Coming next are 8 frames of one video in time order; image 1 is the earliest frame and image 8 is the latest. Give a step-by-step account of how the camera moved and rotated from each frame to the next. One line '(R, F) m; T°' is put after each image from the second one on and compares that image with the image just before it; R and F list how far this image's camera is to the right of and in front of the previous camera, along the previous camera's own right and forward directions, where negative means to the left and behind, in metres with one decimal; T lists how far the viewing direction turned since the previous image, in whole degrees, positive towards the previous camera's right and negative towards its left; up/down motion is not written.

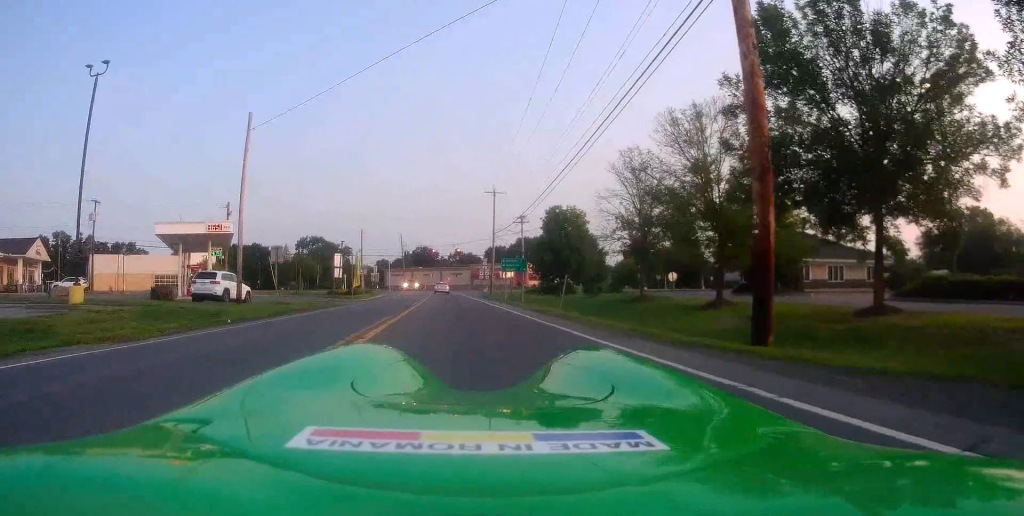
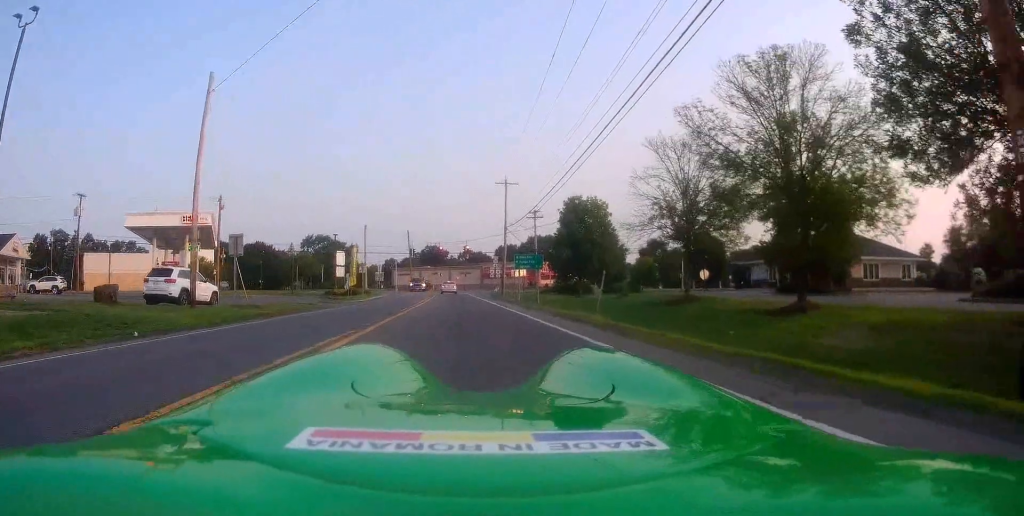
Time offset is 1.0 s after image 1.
(-0.3, +5.5) m; -7°
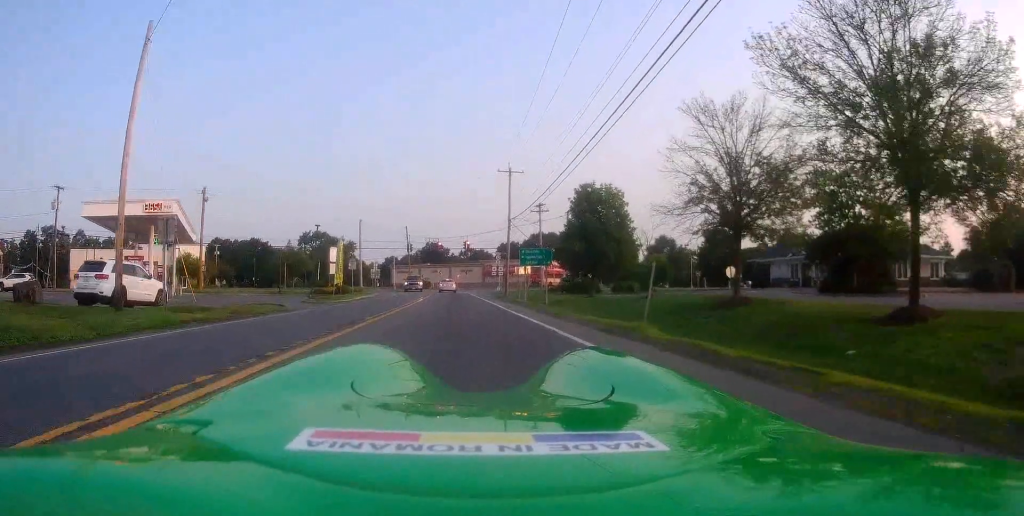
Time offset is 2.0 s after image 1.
(-0.3, +4.9) m; 0°
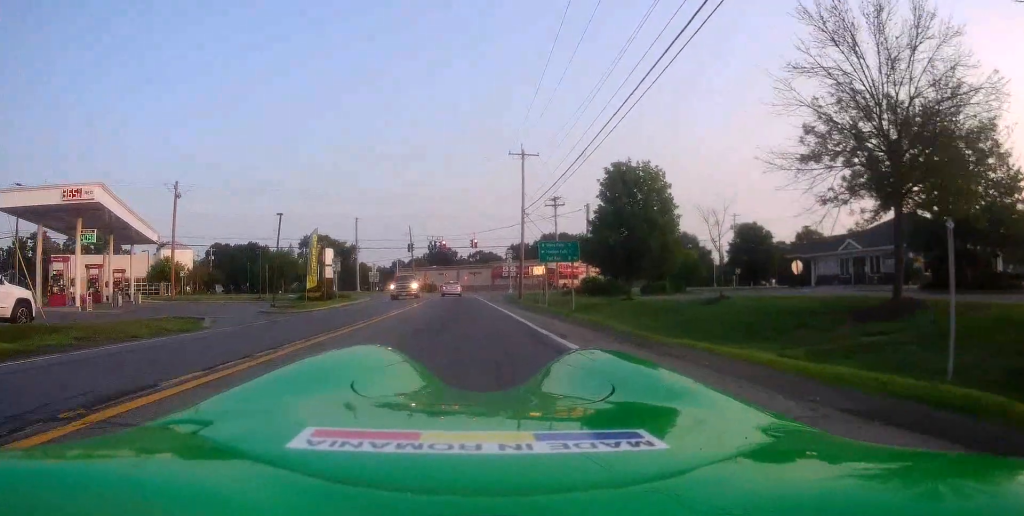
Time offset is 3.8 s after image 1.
(+0.5, +8.8) m; +1°
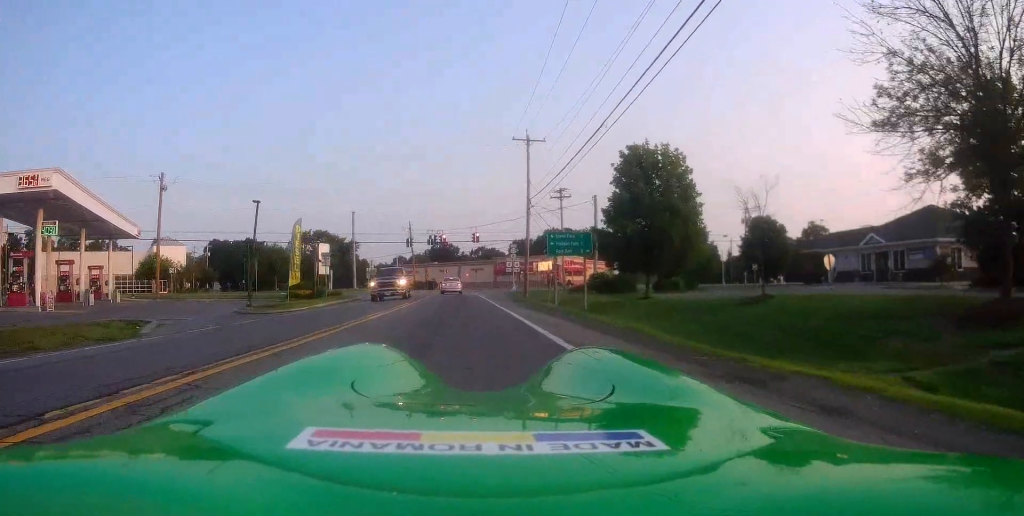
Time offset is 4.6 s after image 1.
(-0.2, +3.3) m; -1°
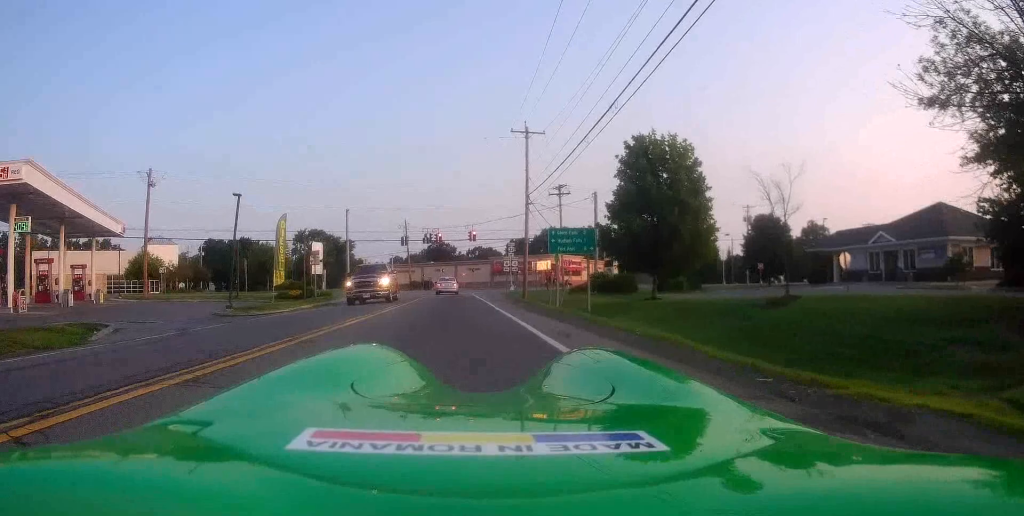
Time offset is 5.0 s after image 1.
(-0.1, +1.8) m; 0°
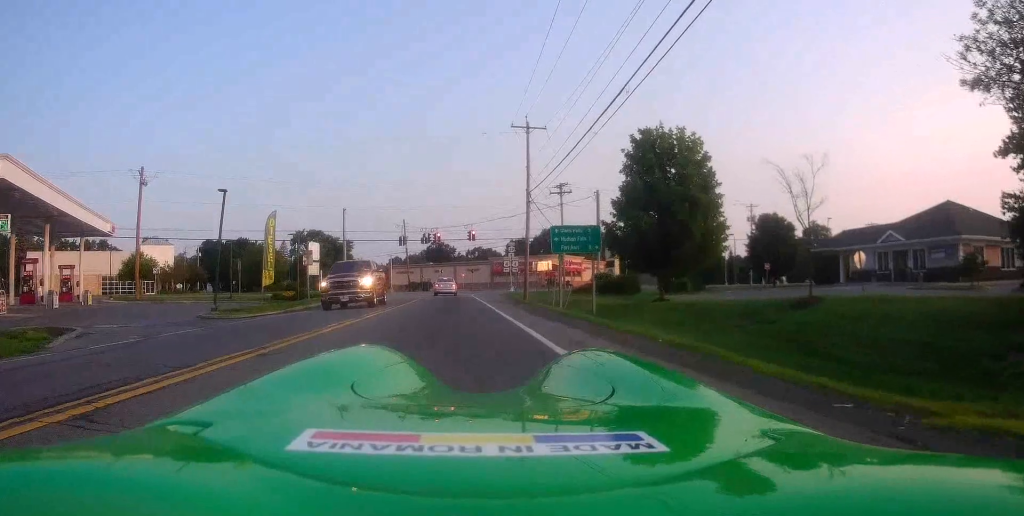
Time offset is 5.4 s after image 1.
(+0.1, +1.4) m; -3°
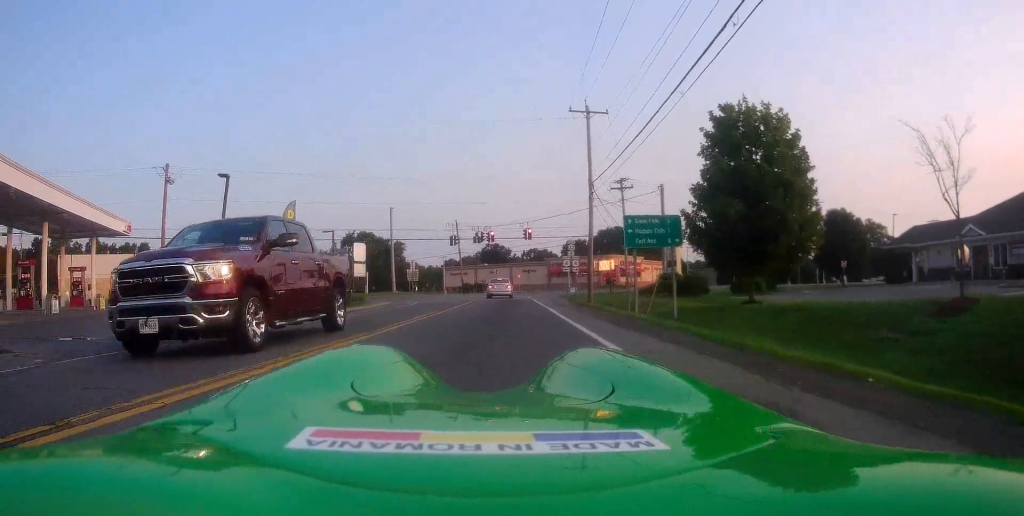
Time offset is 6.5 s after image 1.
(-0.2, +4.0) m; -11°
